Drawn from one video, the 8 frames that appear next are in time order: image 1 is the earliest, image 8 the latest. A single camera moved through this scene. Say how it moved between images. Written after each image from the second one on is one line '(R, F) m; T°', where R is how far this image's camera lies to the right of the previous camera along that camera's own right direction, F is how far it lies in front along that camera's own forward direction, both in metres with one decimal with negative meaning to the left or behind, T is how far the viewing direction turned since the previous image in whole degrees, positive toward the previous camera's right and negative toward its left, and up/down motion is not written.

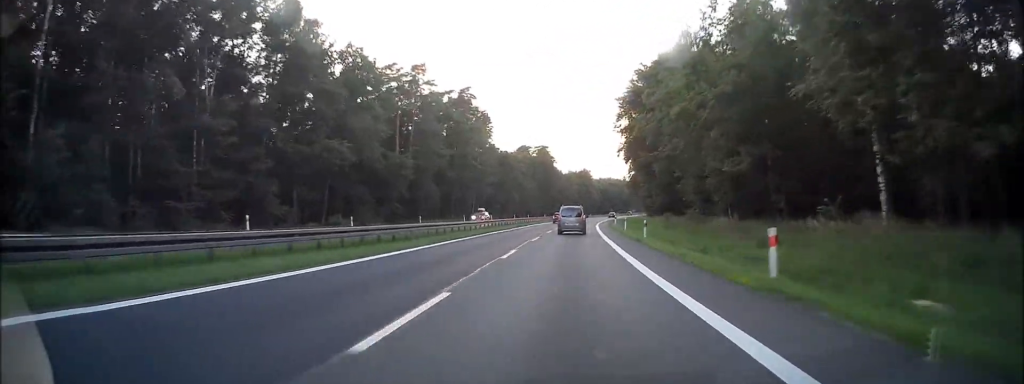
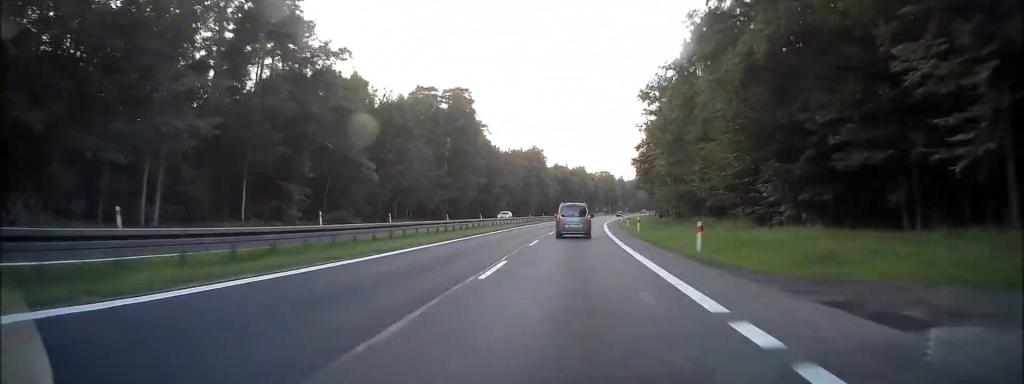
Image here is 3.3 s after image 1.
(+2.6, +90.2) m; +4°
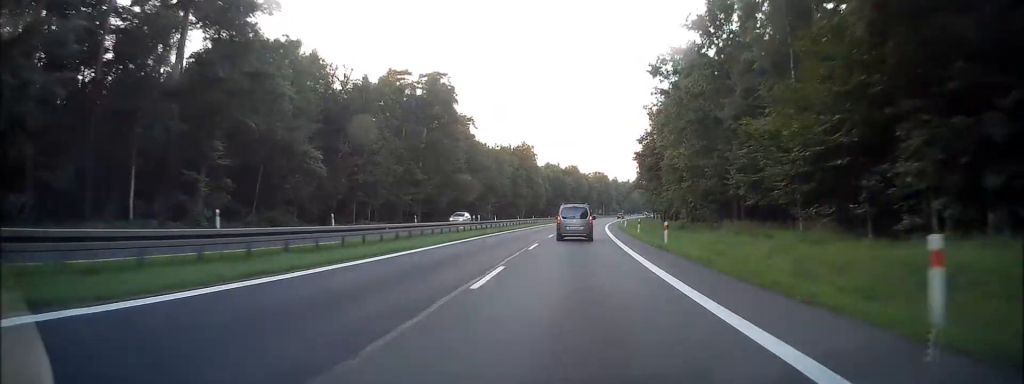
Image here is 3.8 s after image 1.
(+0.1, +13.3) m; +1°
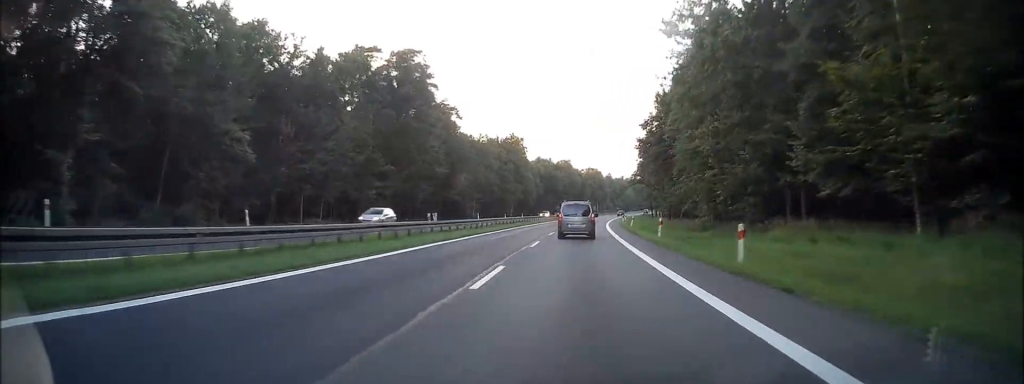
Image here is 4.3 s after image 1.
(0.0, +12.4) m; +1°
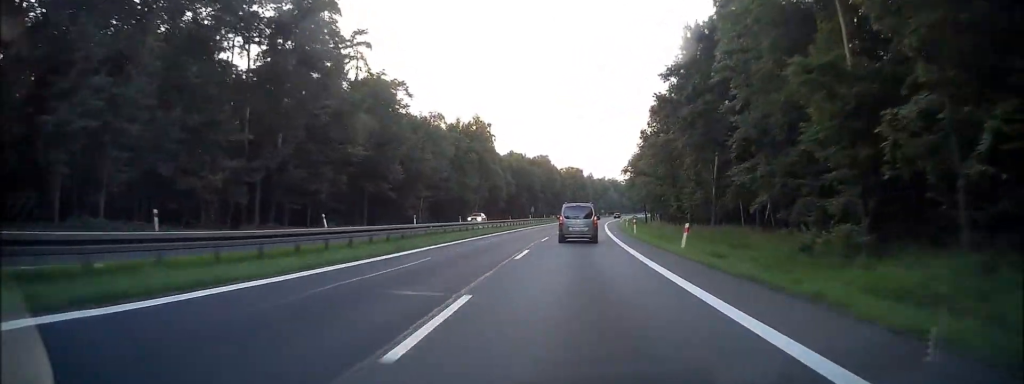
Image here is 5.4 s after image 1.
(+0.5, +28.9) m; +2°
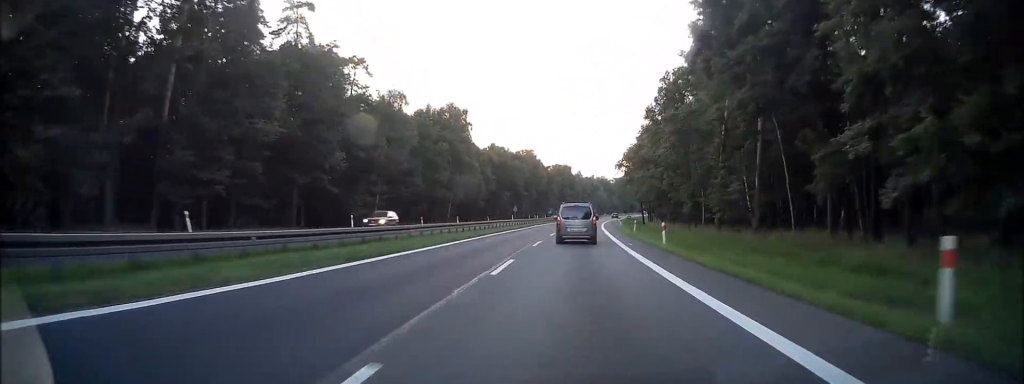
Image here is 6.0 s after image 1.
(+0.3, +16.5) m; +1°
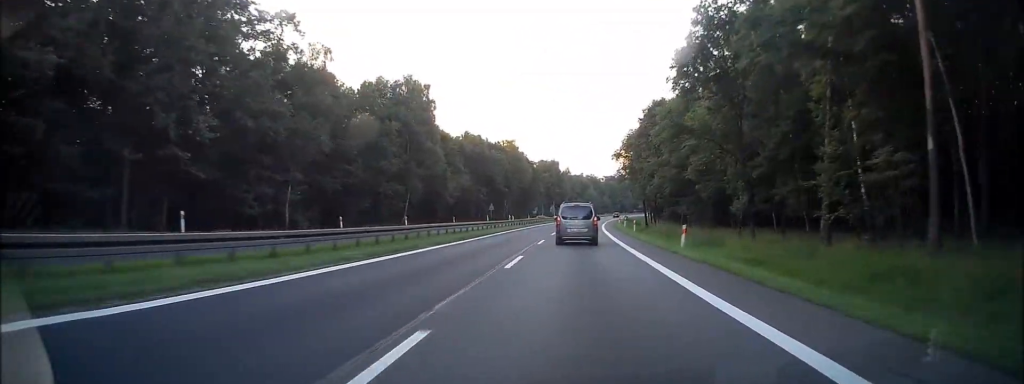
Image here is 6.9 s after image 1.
(+0.3, +22.5) m; +1°
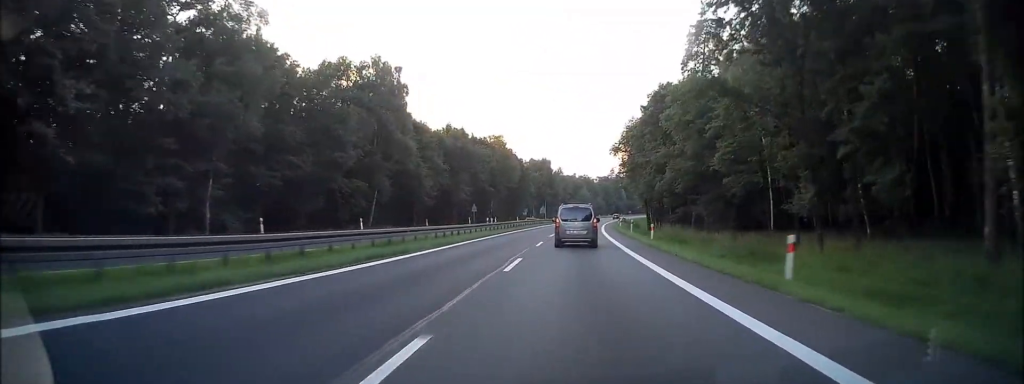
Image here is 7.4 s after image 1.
(0.0, +12.2) m; +1°
